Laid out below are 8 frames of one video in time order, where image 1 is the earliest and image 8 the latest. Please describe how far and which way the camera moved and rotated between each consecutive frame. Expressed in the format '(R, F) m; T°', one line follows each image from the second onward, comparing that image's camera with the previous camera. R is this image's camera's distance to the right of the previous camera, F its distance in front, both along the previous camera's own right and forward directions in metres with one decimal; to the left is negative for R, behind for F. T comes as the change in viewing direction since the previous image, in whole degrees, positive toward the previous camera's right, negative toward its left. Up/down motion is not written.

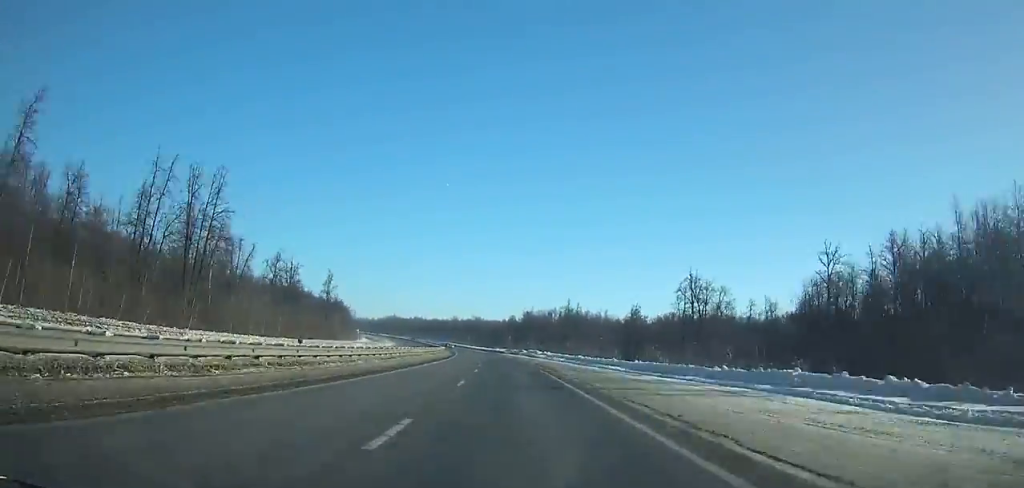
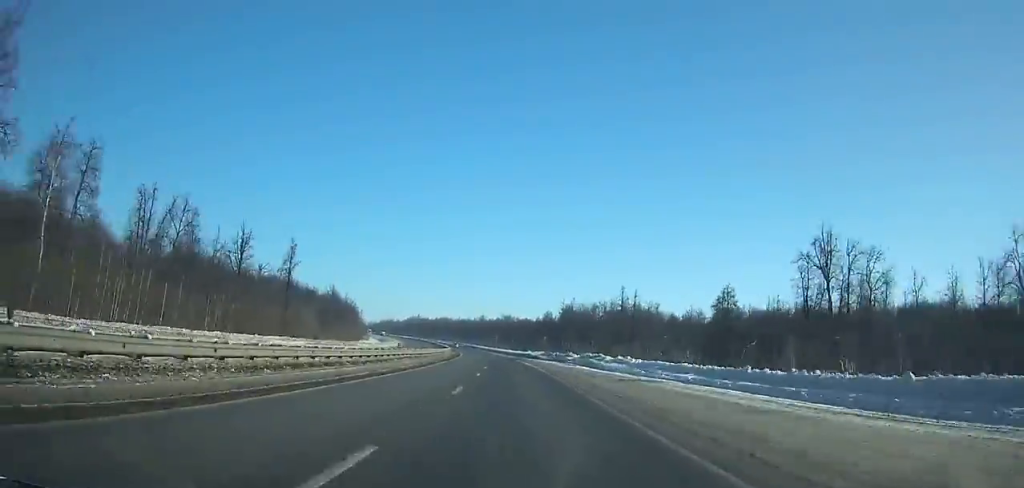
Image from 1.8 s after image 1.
(-0.7, +50.9) m; -3°
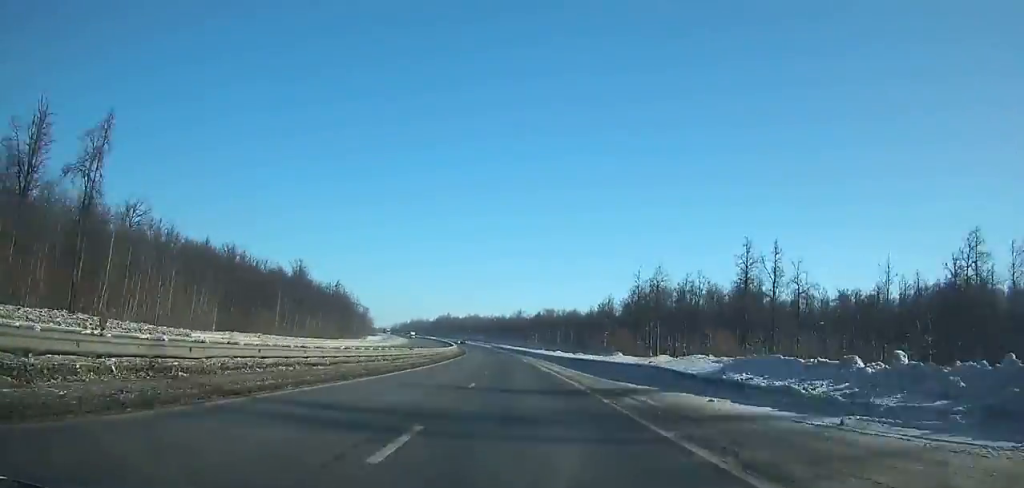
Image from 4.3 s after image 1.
(-2.4, +70.9) m; -3°
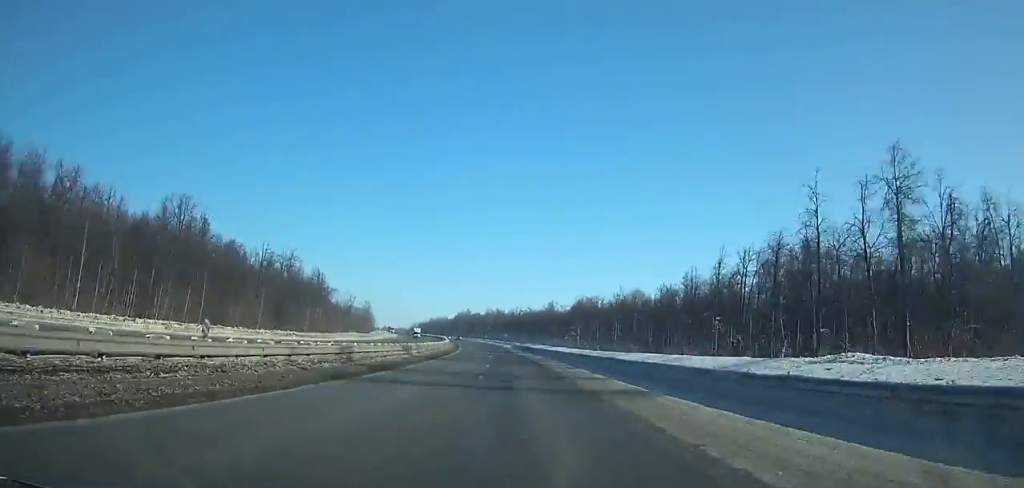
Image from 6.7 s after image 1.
(-2.0, +68.3) m; -3°
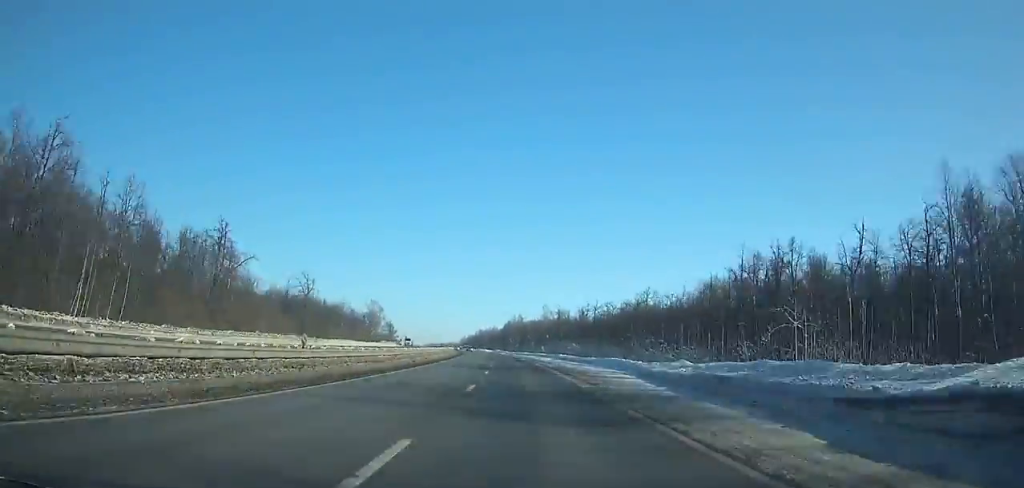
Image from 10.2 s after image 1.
(-4.2, +99.6) m; -5°
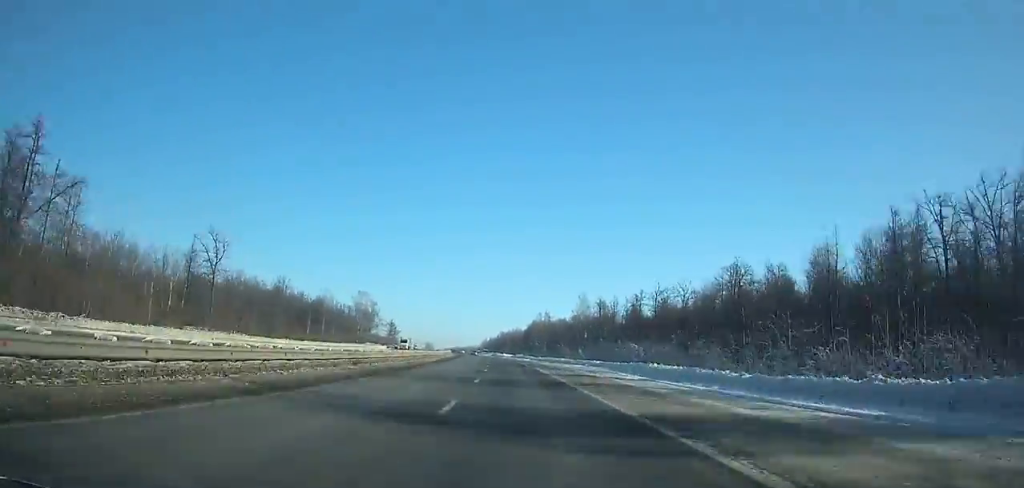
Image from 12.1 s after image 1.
(-2.0, +54.1) m; -3°
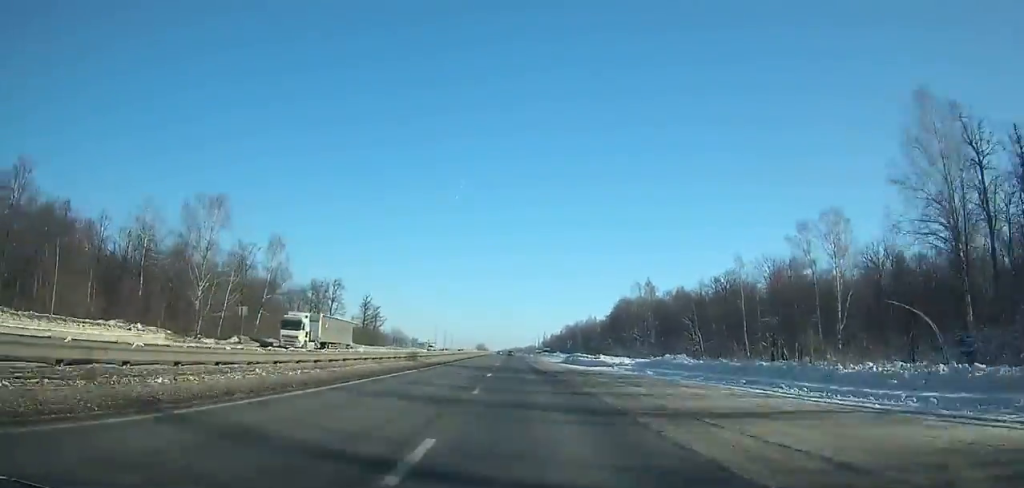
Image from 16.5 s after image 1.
(-5.8, +125.0) m; -4°
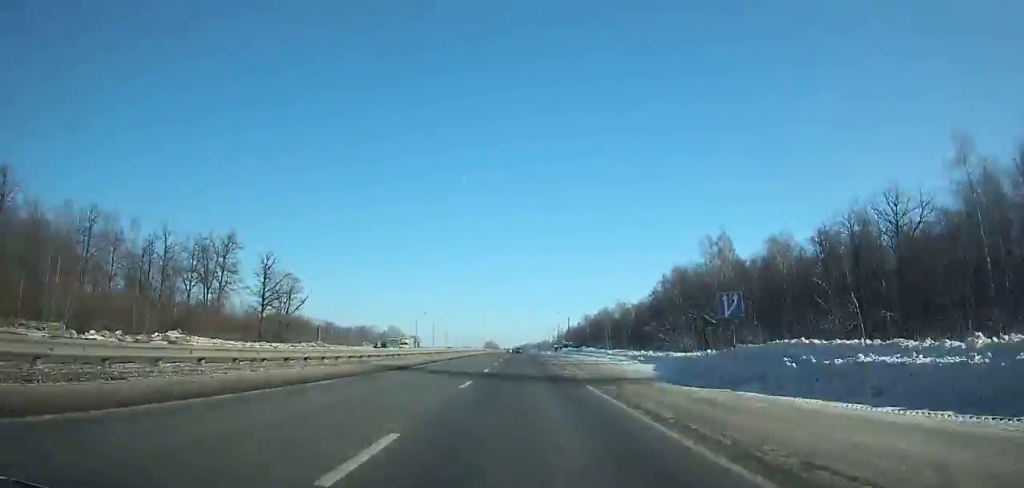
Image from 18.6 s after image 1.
(-0.6, +59.2) m; -1°
